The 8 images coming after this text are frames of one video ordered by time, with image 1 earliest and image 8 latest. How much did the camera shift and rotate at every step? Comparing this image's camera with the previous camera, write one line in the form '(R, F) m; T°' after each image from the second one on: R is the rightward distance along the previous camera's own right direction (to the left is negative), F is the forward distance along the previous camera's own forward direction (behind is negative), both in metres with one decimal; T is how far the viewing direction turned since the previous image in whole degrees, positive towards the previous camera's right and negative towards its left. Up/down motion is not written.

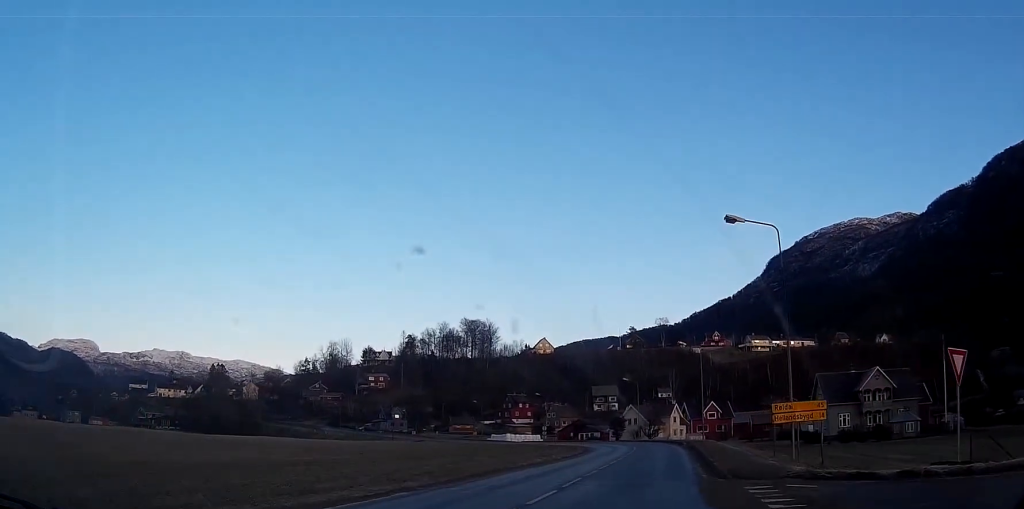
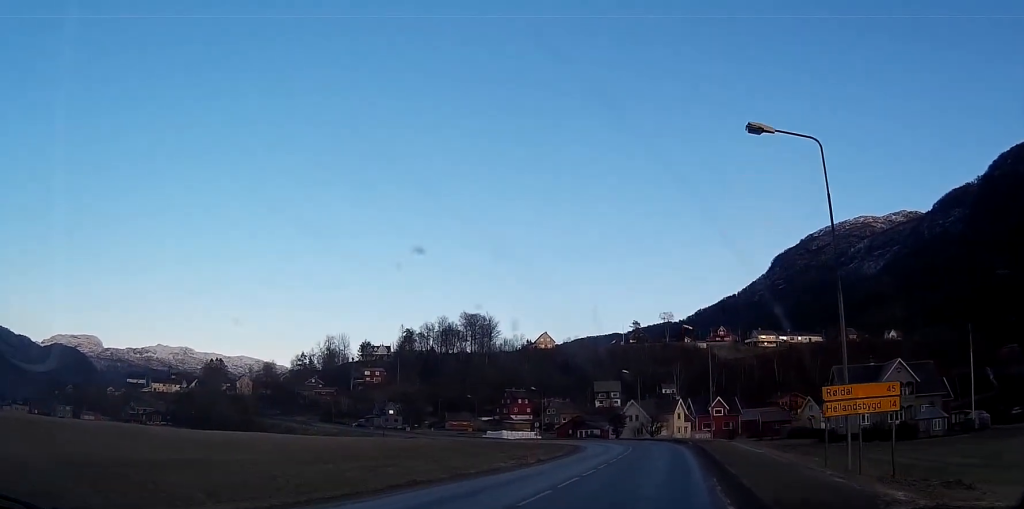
(0.0, +8.6) m; 0°
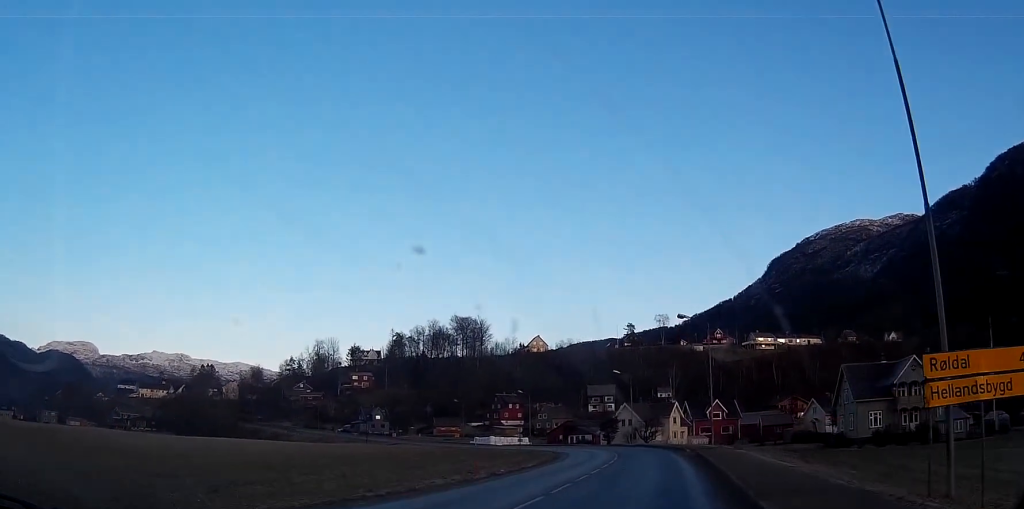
(0.0, +7.9) m; 0°
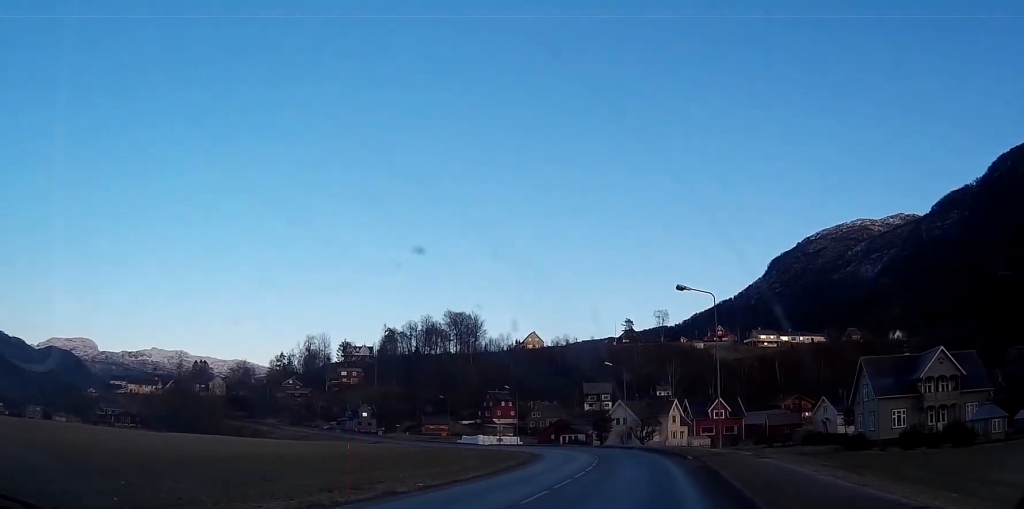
(0.0, +9.9) m; -1°
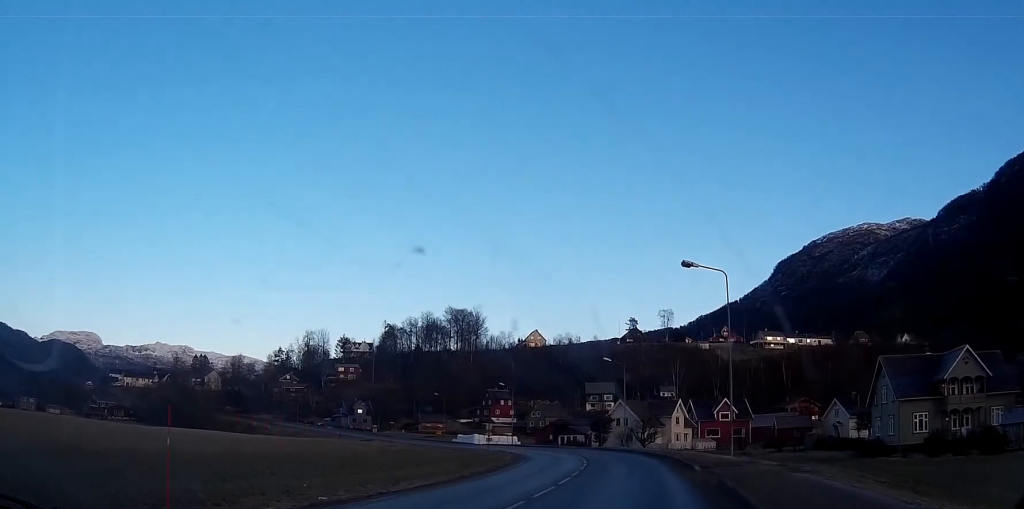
(0.0, +6.2) m; -1°
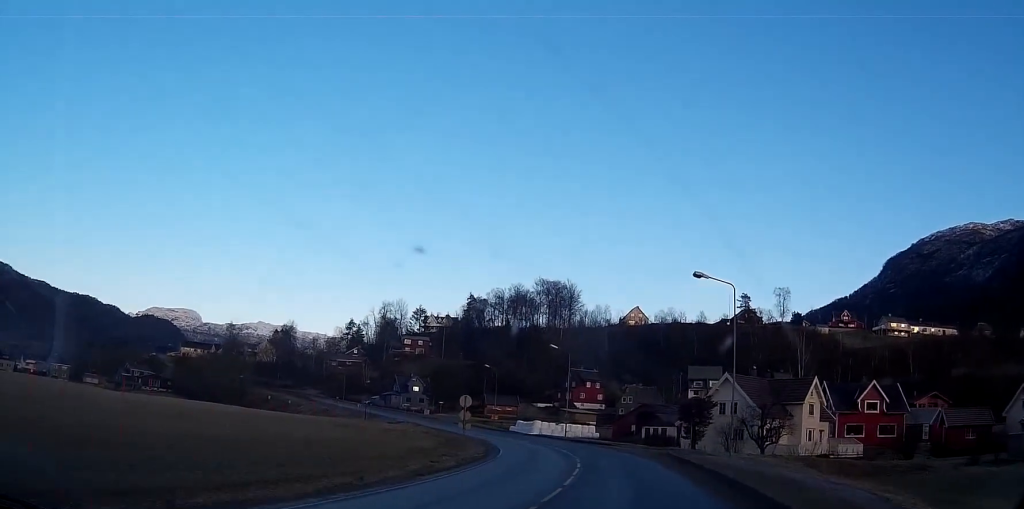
(-2.5, +38.3) m; -8°
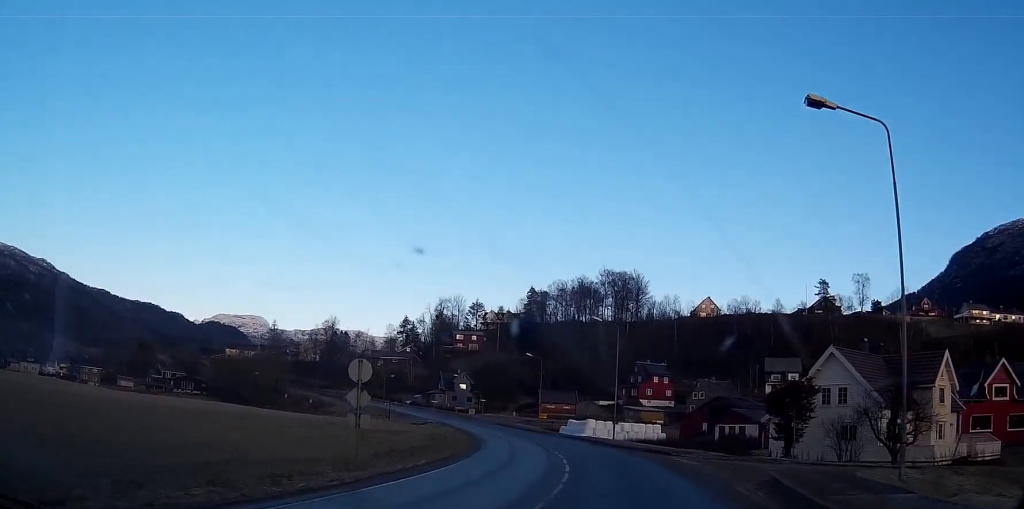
(-0.6, +20.5) m; -4°
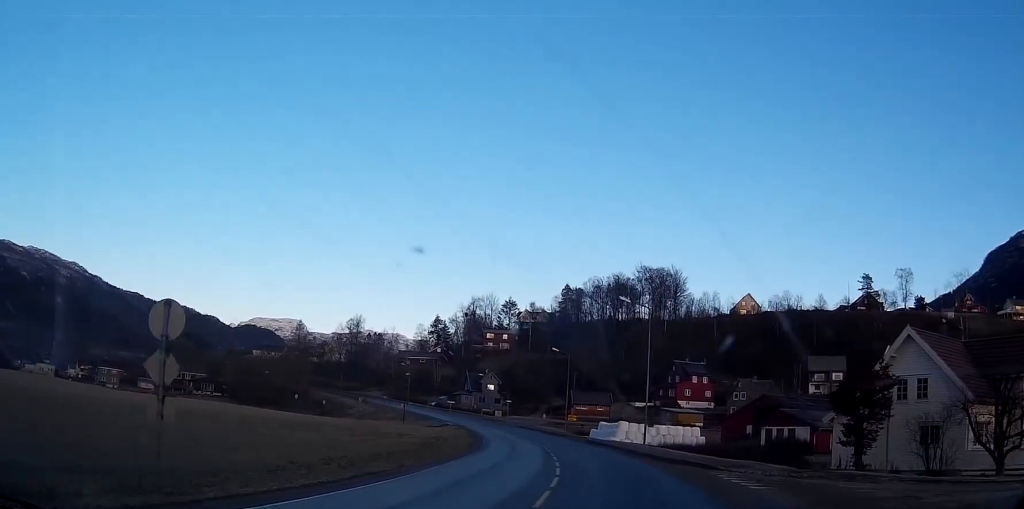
(-0.2, +9.8) m; -3°
